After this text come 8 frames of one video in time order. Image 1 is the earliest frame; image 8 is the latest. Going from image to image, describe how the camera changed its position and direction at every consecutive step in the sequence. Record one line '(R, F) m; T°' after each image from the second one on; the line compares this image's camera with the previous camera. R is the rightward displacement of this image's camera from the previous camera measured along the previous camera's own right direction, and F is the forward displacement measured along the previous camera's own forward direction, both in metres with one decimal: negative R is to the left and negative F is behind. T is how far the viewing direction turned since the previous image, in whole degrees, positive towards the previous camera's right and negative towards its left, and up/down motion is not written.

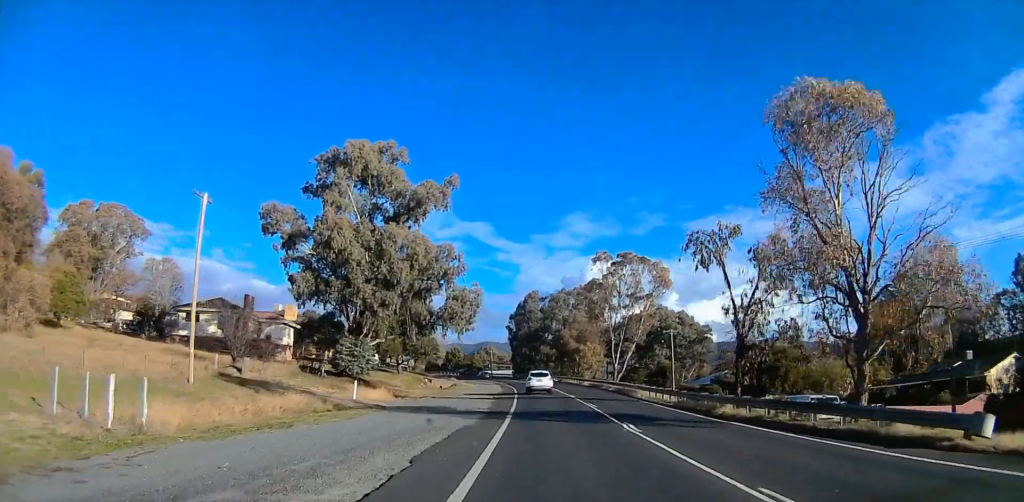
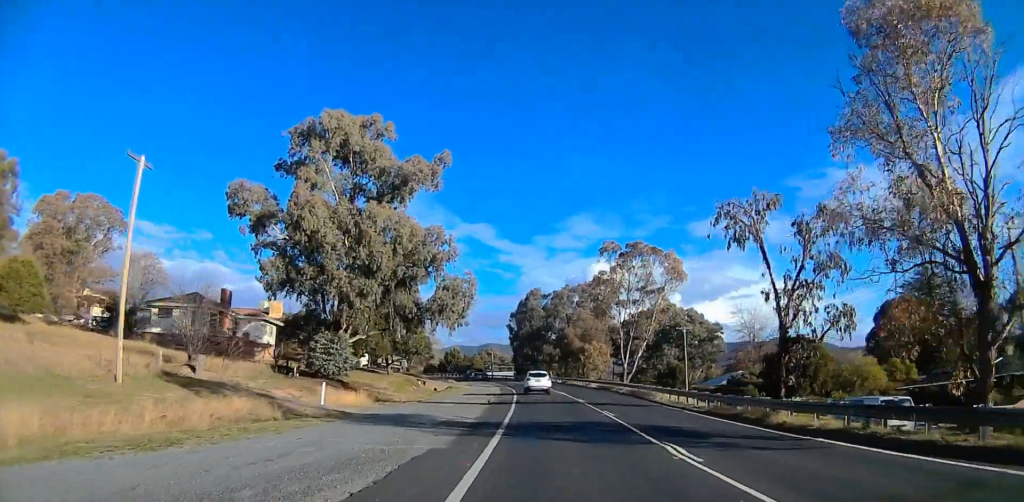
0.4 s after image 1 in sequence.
(+0.2, +6.3) m; -2°
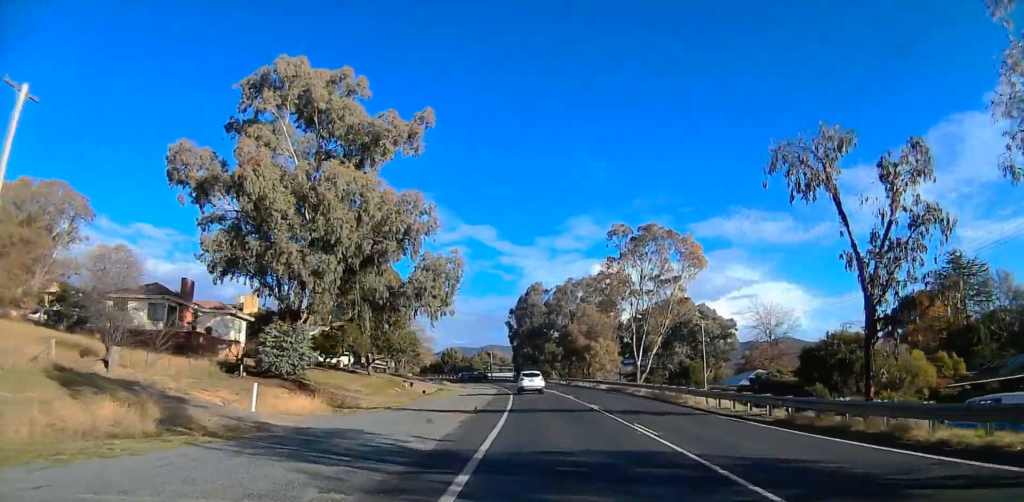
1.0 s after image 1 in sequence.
(-0.7, +8.8) m; +3°
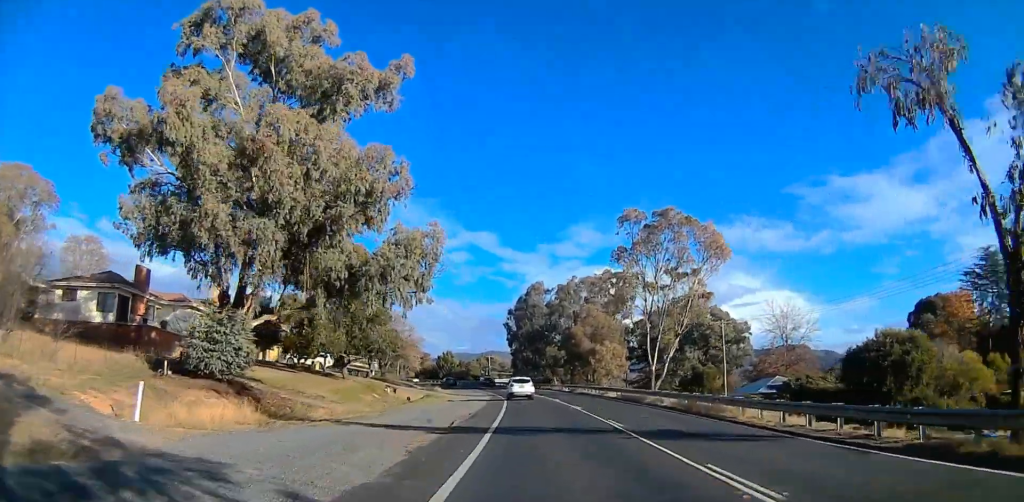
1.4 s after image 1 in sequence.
(-0.6, +7.5) m; +2°
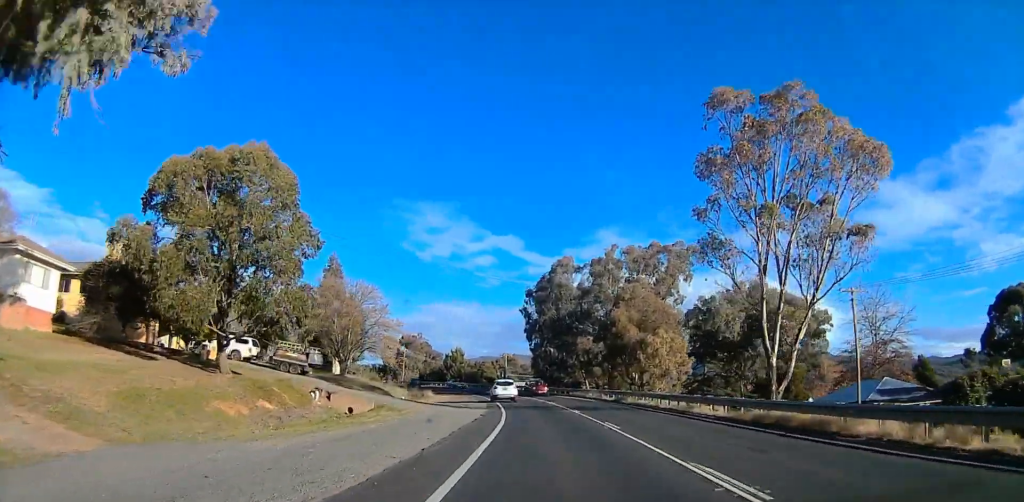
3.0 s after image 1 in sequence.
(+3.4, +23.9) m; +4°
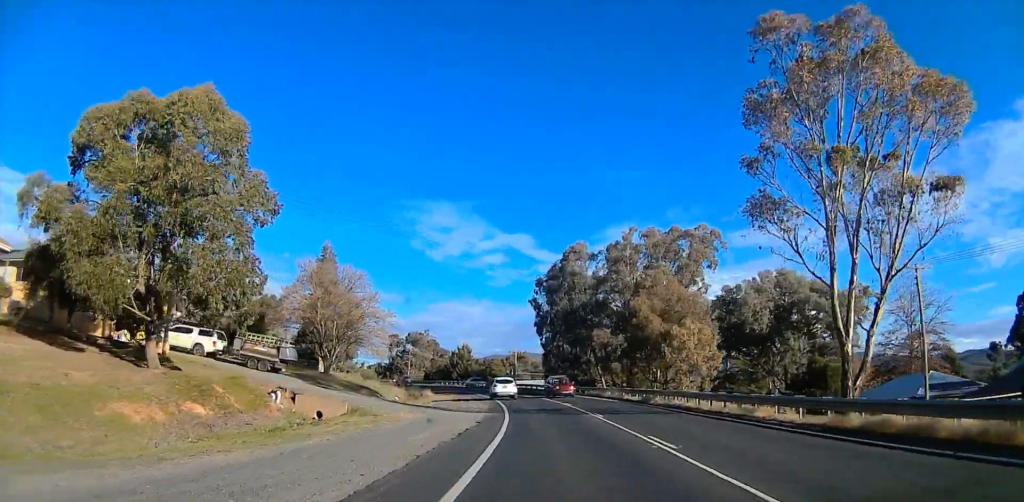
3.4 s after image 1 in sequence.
(+0.4, +7.0) m; -3°
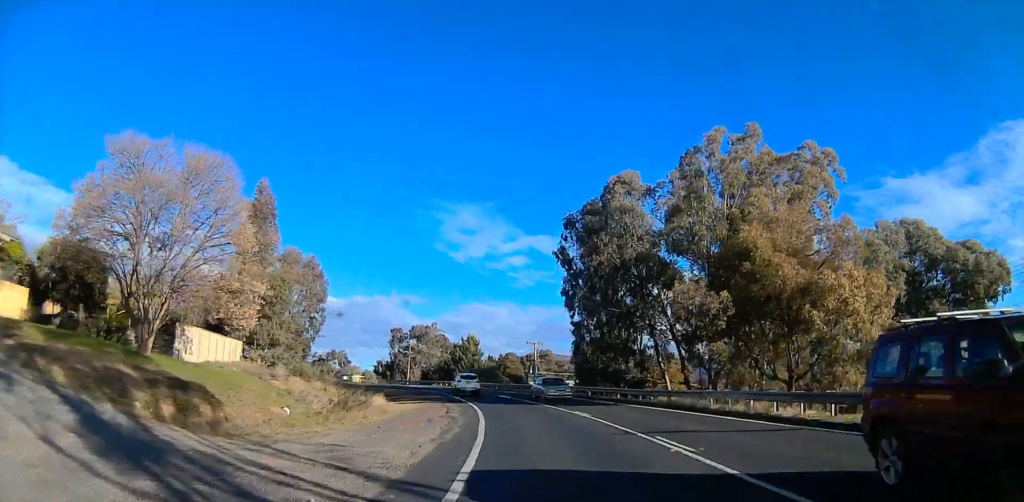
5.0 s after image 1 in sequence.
(-2.9, +25.6) m; -5°
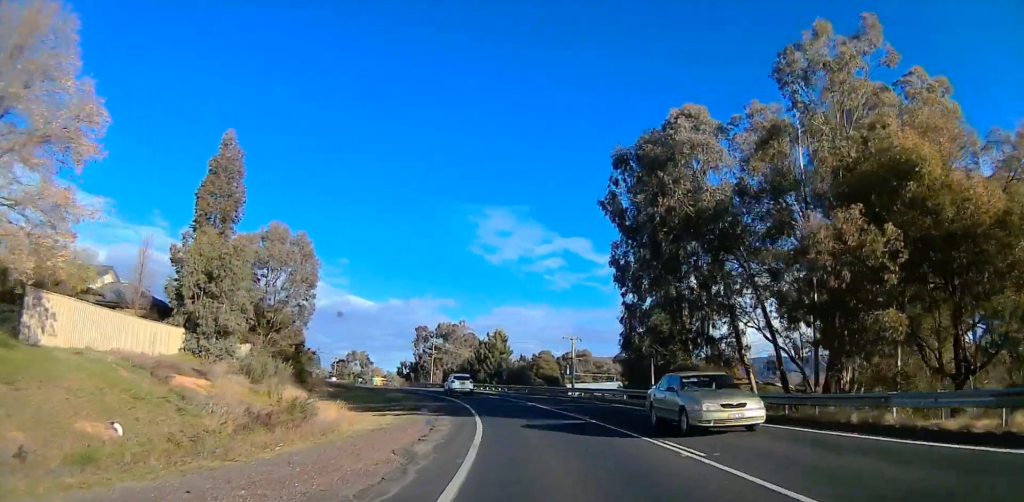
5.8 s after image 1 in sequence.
(+0.2, +12.5) m; -3°
